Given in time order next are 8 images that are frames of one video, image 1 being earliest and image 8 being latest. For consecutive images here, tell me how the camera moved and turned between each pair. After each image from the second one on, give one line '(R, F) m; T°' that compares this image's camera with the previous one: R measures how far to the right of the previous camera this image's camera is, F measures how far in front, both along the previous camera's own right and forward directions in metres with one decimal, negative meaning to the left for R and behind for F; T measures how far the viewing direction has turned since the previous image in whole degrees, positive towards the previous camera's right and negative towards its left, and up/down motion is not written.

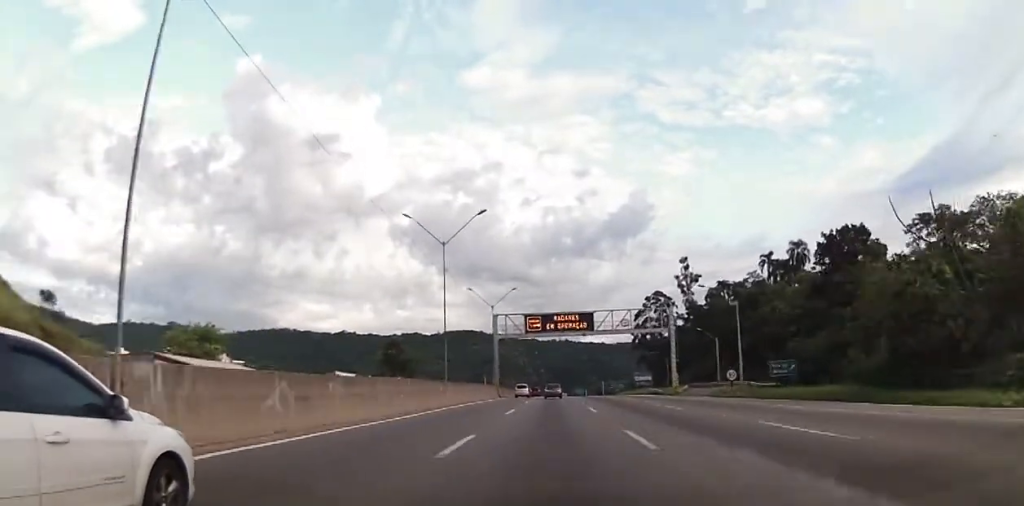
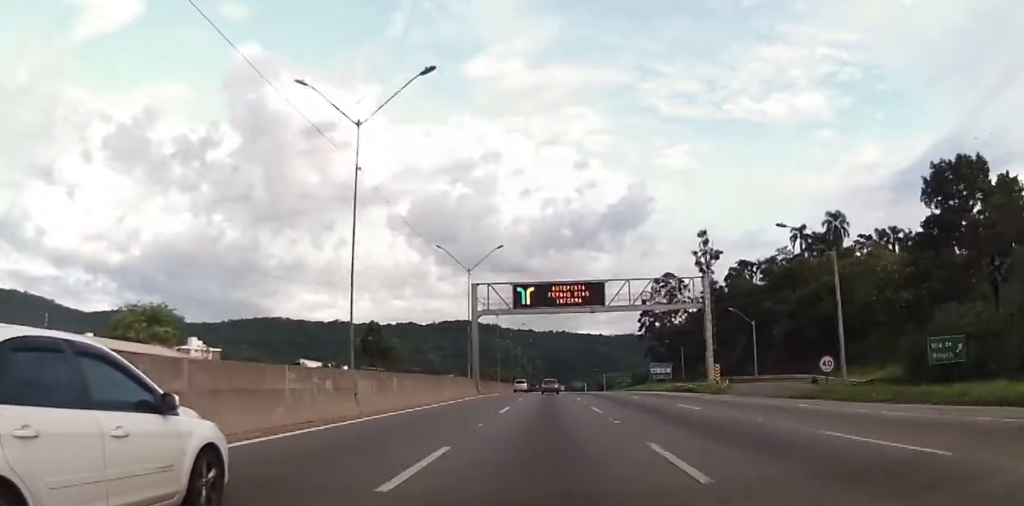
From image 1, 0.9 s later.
(-0.2, +21.0) m; +1°
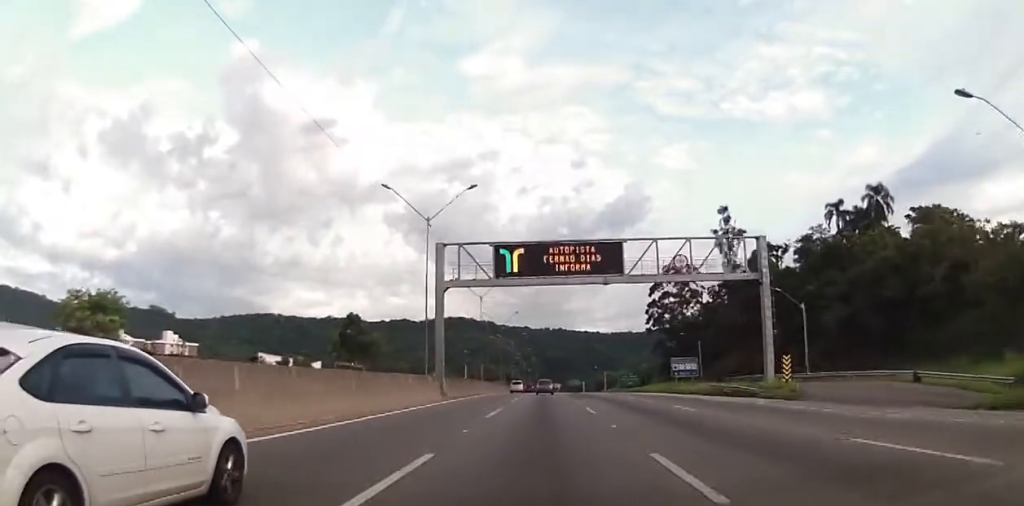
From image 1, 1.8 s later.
(+0.5, +18.9) m; +1°
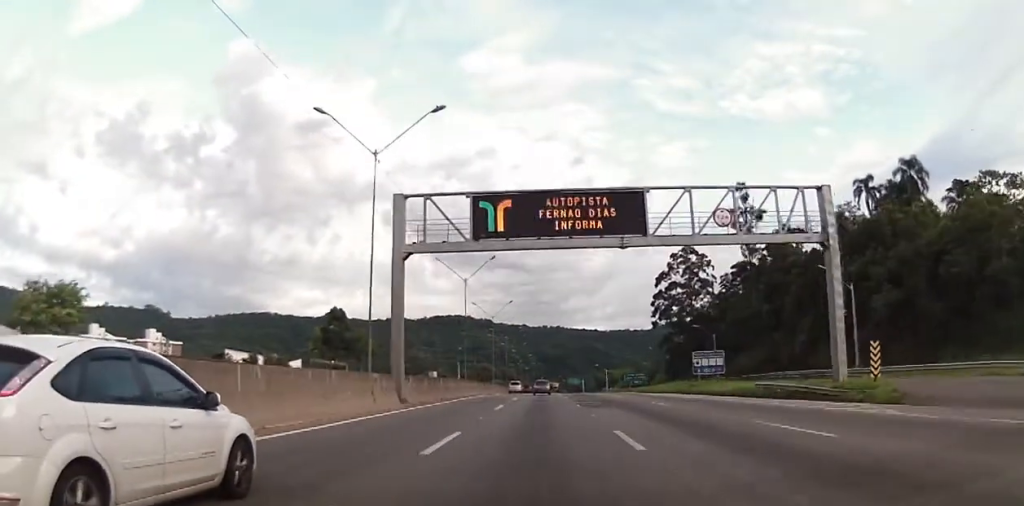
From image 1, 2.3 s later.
(0.0, +12.2) m; 0°
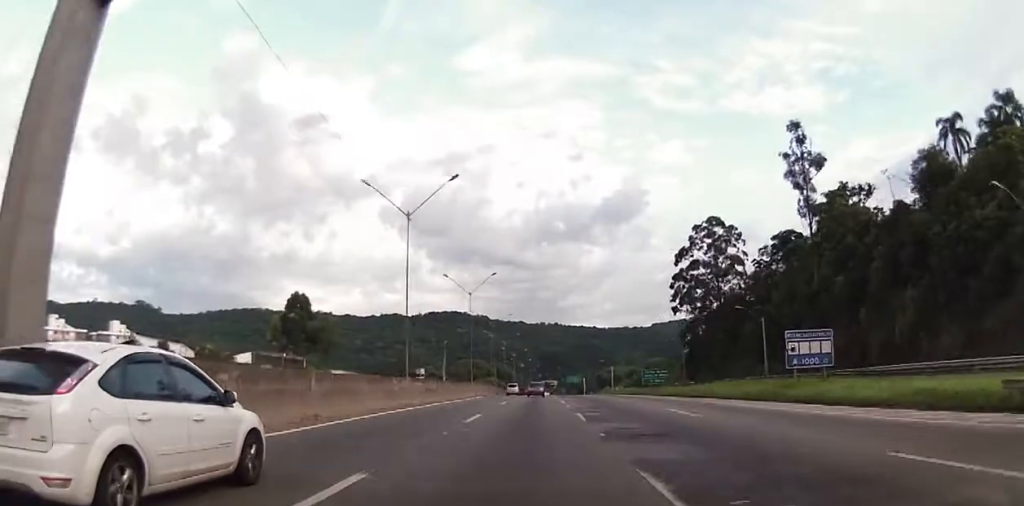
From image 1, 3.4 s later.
(-0.4, +25.3) m; -1°
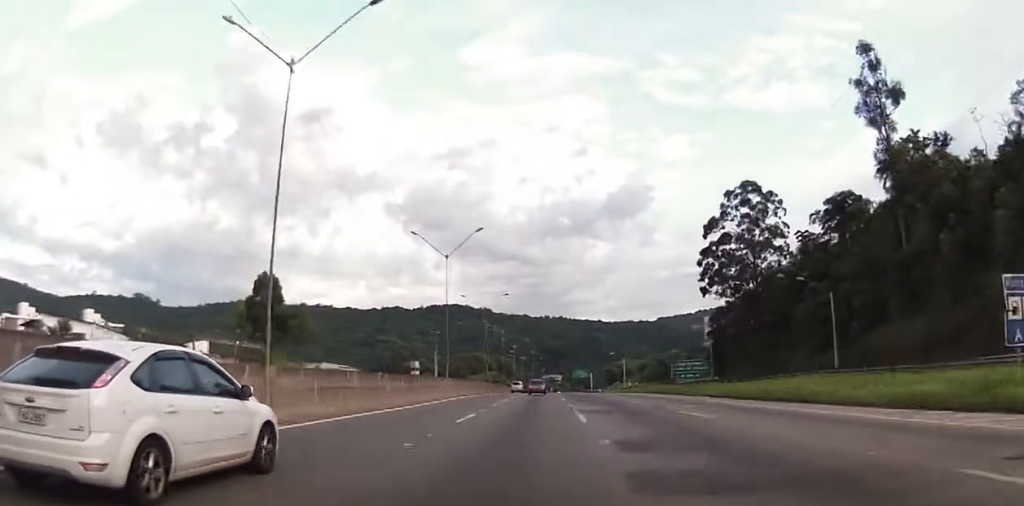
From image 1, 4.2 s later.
(0.0, +19.3) m; +1°
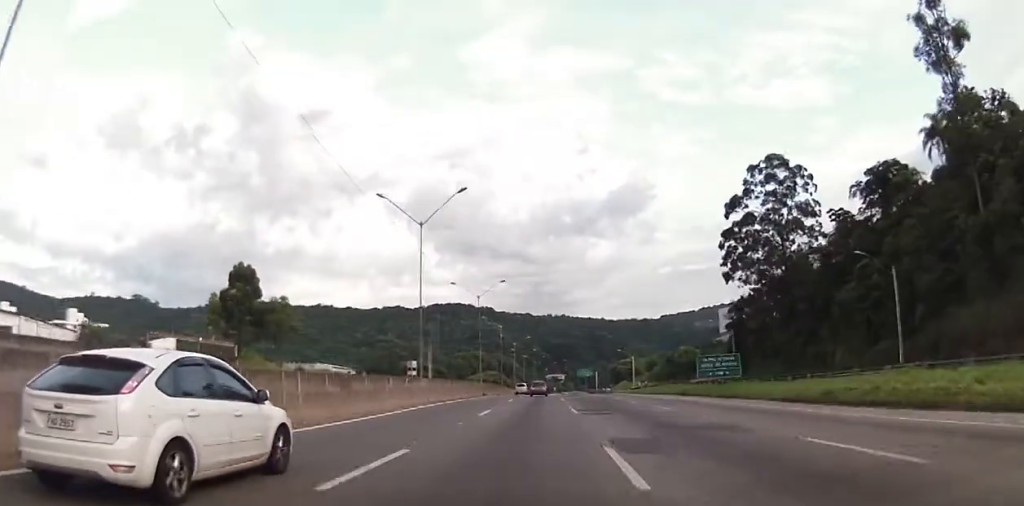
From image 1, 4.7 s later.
(+0.1, +11.7) m; +1°
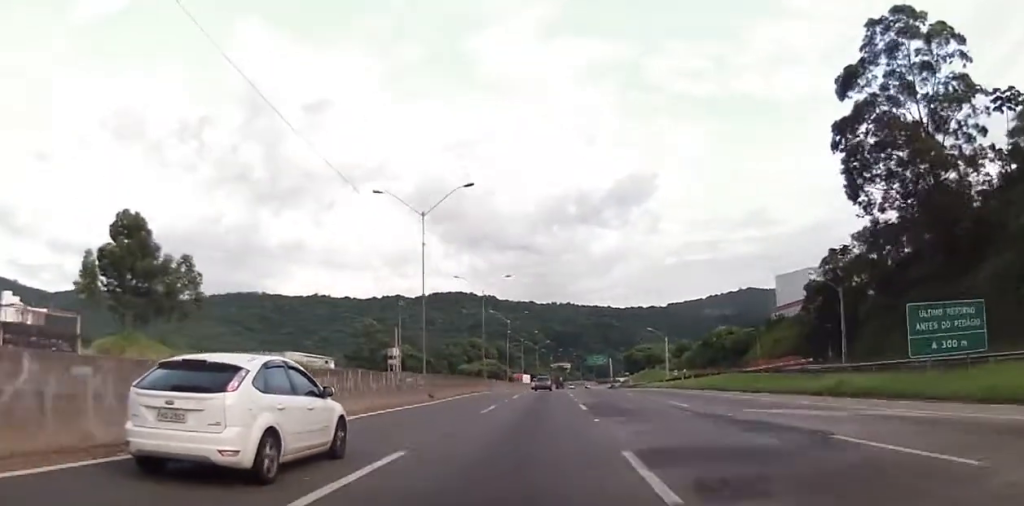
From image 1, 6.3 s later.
(-0.1, +36.6) m; -2°
